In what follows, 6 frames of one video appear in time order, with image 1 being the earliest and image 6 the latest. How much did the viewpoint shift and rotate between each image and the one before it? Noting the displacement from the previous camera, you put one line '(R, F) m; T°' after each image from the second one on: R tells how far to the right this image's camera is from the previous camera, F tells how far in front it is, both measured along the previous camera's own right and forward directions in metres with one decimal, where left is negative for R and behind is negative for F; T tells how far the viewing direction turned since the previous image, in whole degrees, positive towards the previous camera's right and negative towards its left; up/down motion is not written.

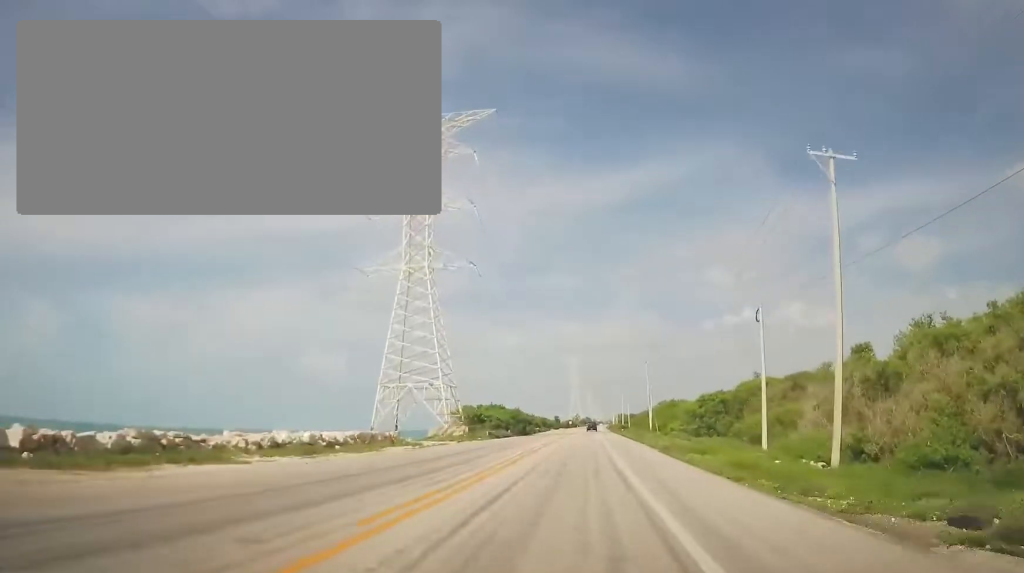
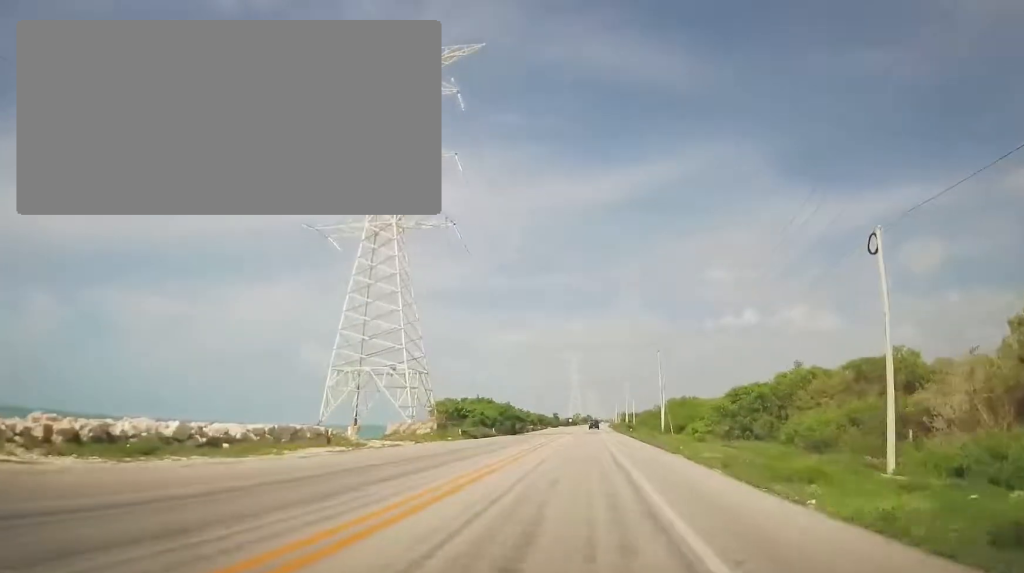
(+0.2, +13.4) m; +1°
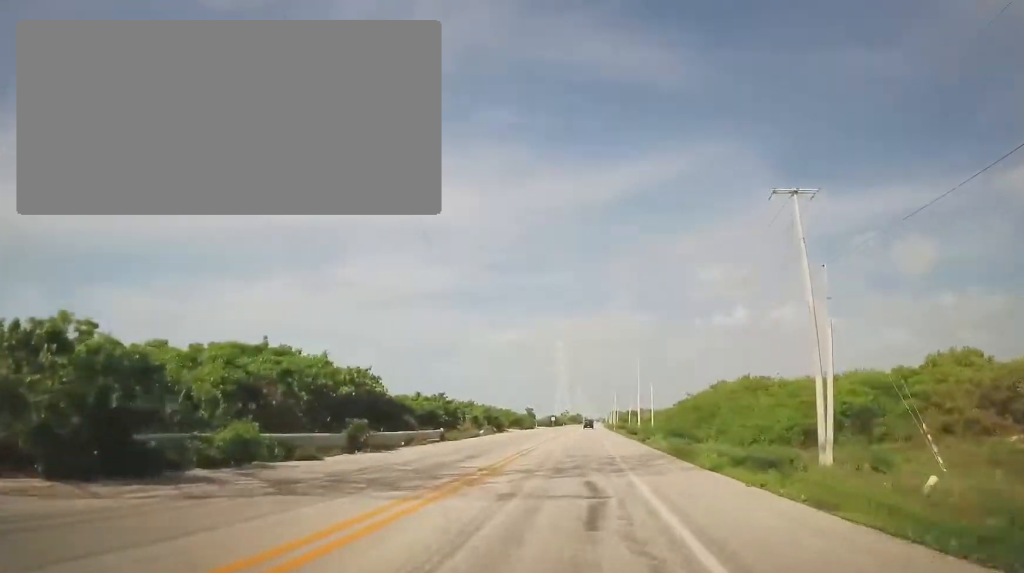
(-0.1, +56.0) m; 0°
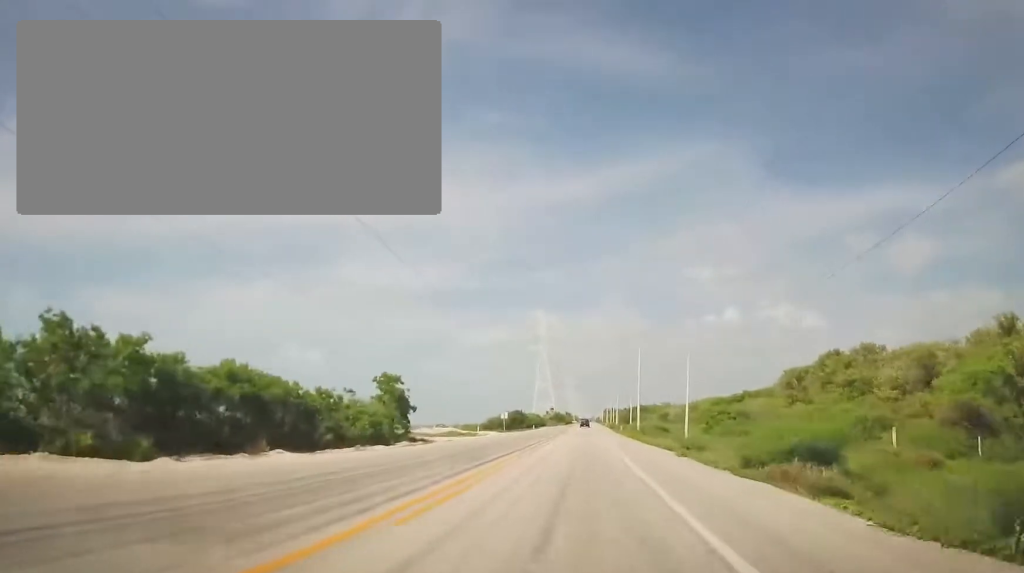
(+1.0, +89.1) m; +2°
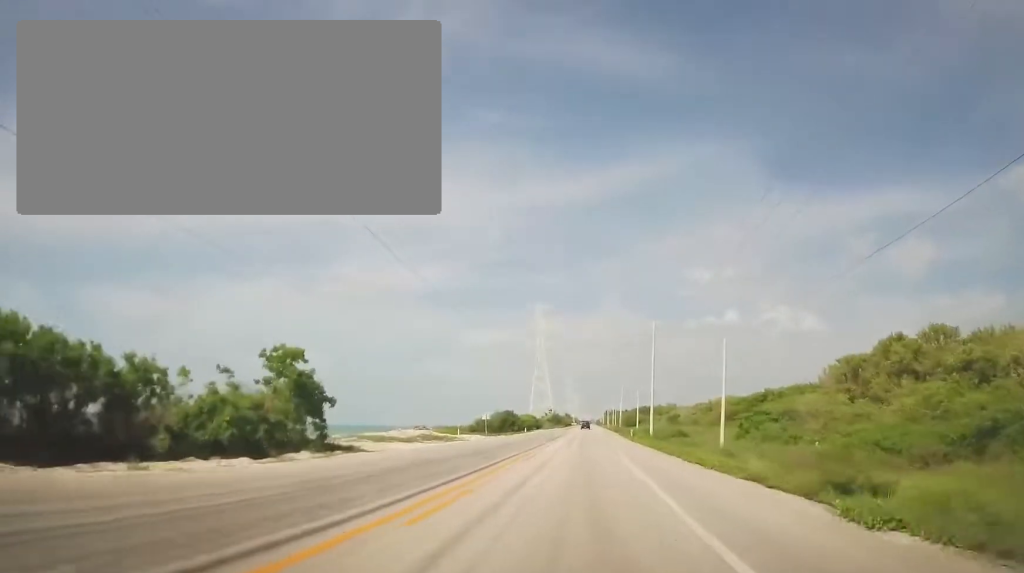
(+0.1, +14.4) m; 0°
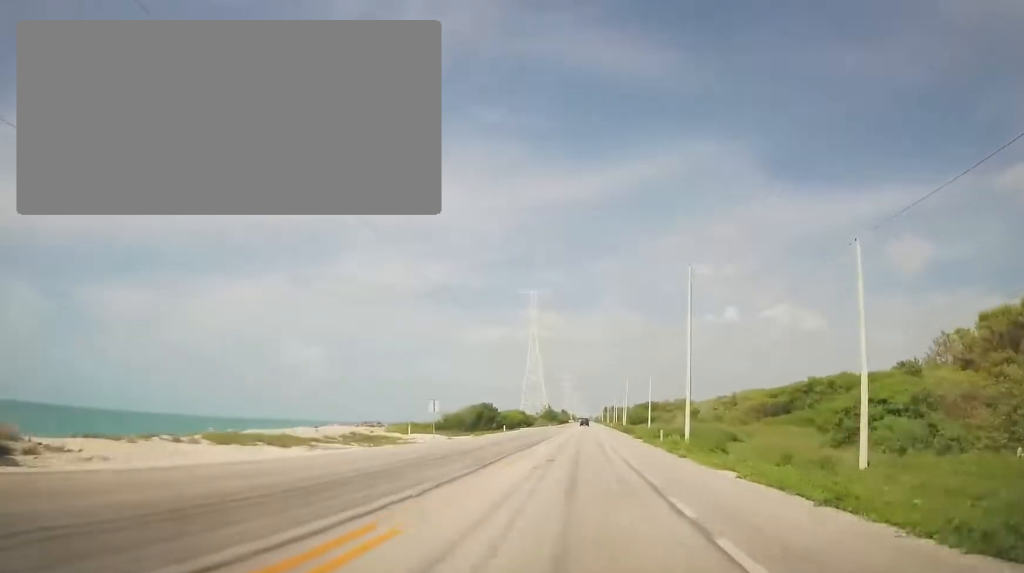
(+0.1, +21.4) m; 0°
